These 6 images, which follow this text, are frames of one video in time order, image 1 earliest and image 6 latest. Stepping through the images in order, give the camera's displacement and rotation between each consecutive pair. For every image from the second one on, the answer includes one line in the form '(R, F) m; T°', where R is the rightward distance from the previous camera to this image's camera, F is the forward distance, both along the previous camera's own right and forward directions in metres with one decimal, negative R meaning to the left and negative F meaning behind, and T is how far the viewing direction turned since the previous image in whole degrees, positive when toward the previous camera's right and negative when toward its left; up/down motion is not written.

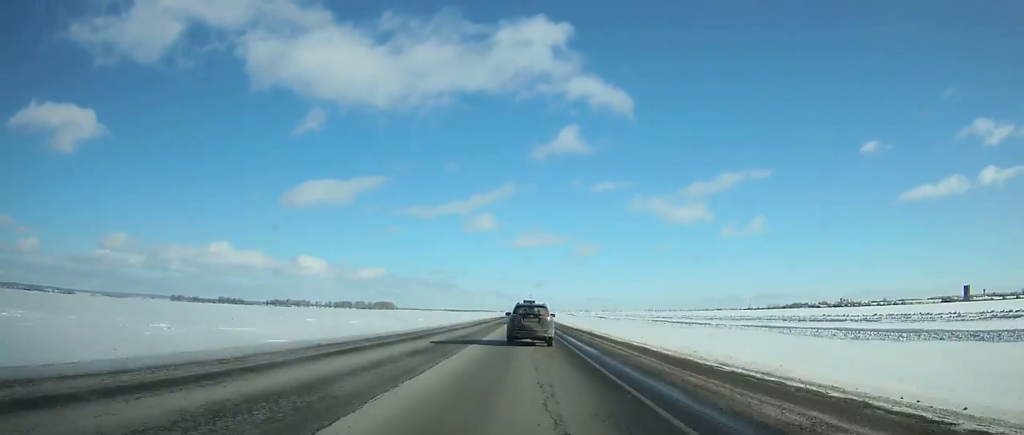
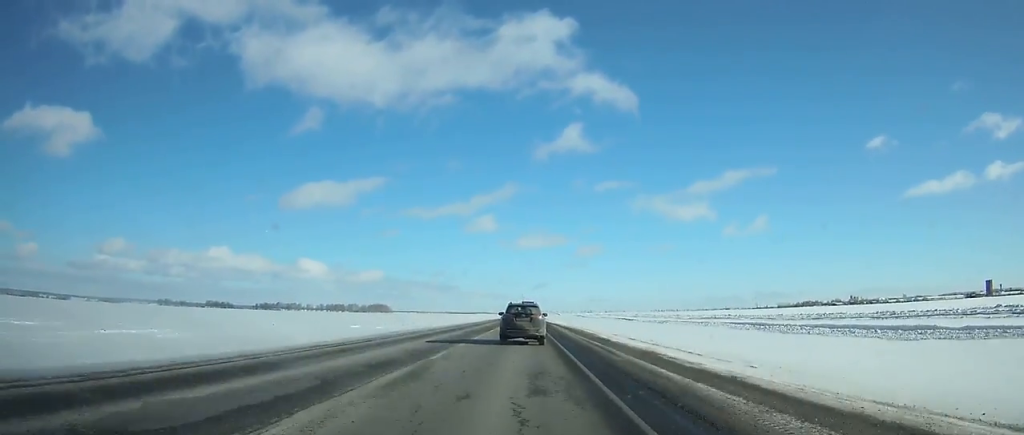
(+0.1, +64.9) m; 0°
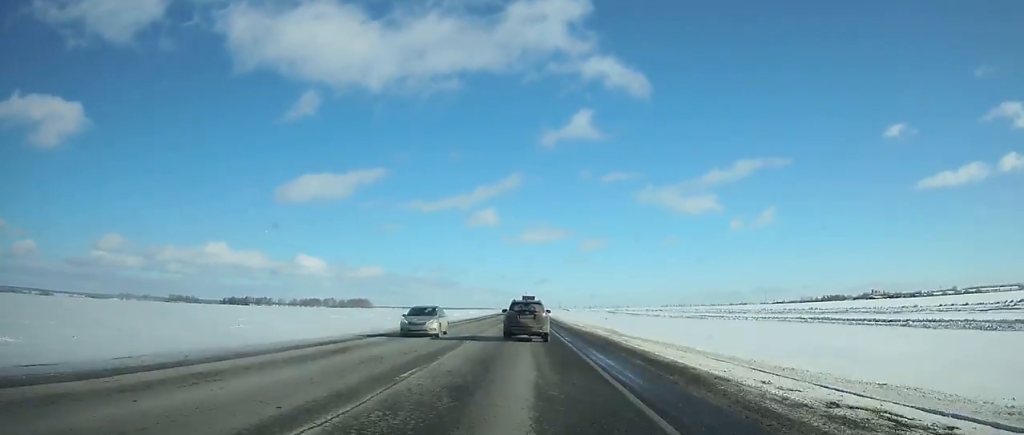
(-0.6, +151.4) m; 0°
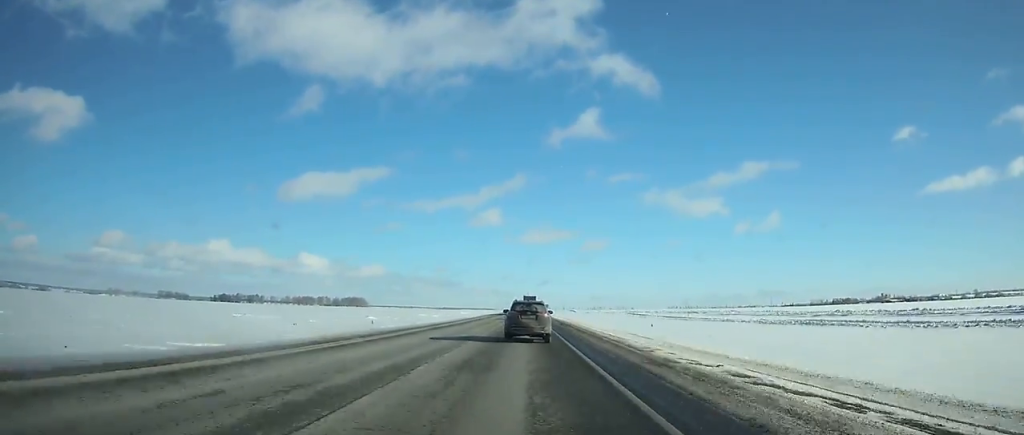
(+0.1, +46.8) m; 0°
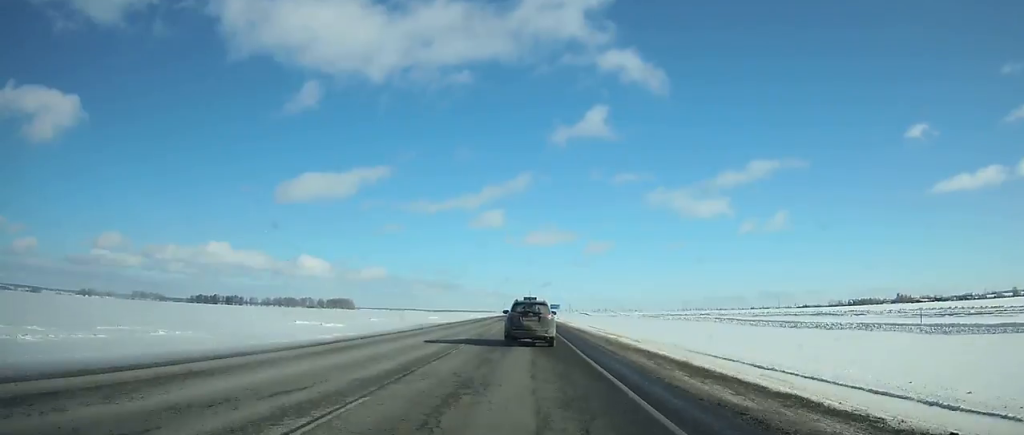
(-0.1, +88.2) m; 0°
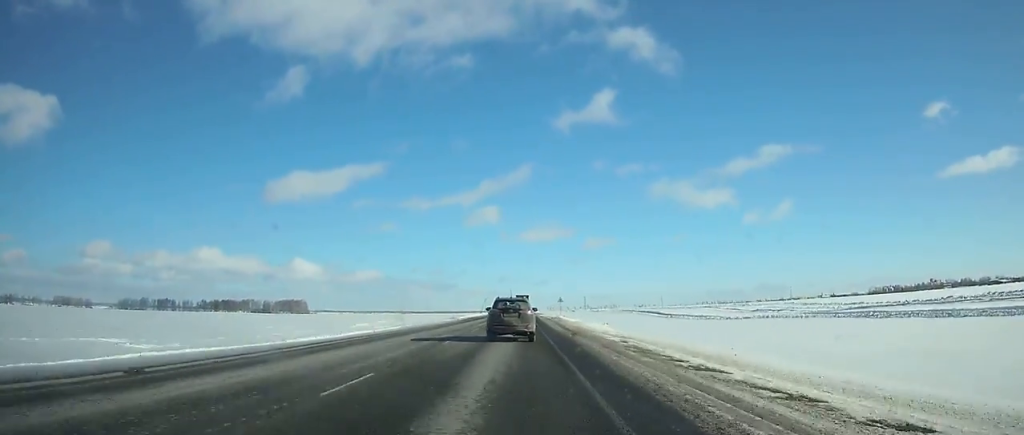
(+0.1, +202.6) m; 0°
